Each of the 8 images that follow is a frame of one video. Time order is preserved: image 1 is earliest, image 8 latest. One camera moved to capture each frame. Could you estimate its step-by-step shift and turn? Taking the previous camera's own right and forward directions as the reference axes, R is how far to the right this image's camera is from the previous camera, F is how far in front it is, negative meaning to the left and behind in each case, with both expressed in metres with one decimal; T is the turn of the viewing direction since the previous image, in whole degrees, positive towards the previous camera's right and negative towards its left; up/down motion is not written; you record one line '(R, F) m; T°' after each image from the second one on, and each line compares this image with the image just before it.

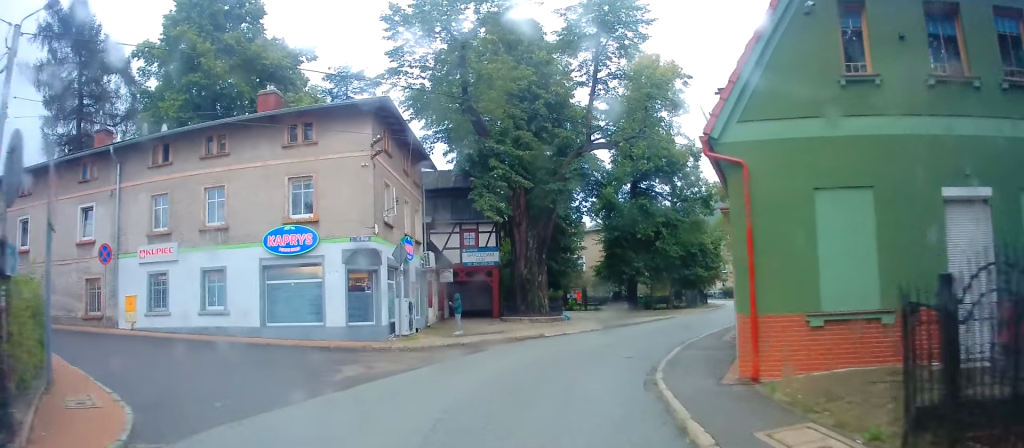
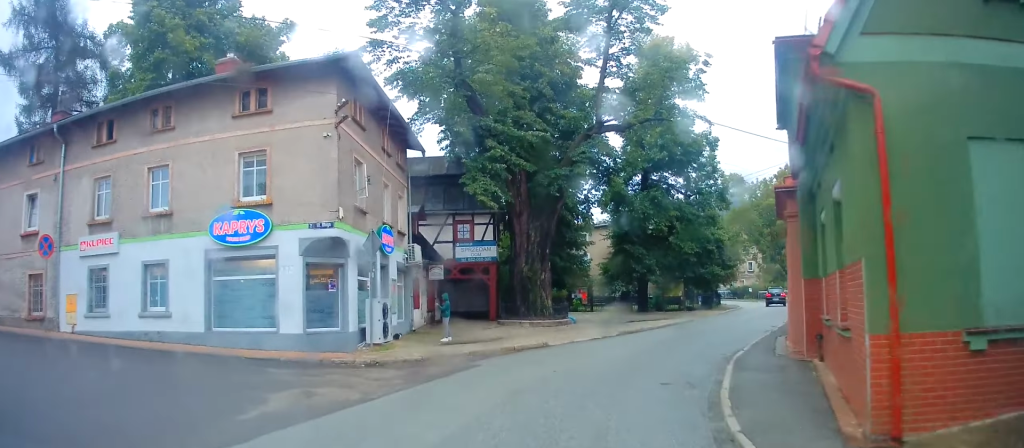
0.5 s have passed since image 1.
(0.0, +3.2) m; +1°
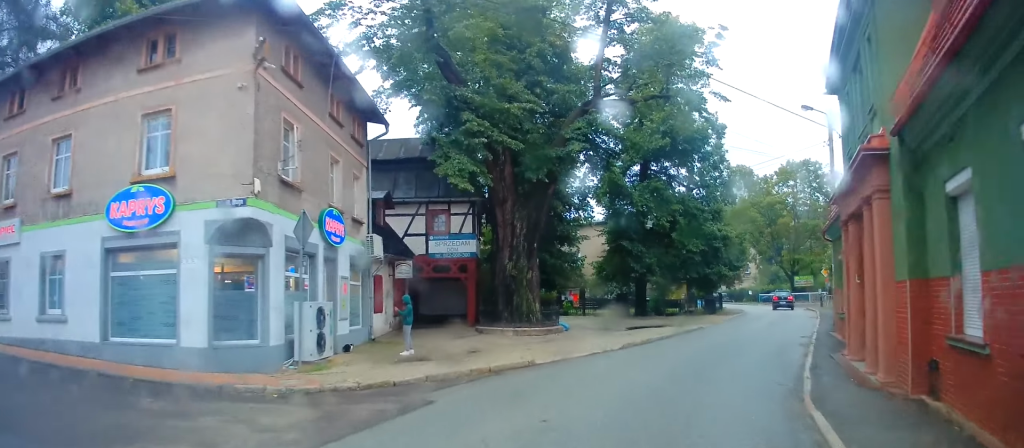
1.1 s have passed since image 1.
(0.0, +3.7) m; +3°
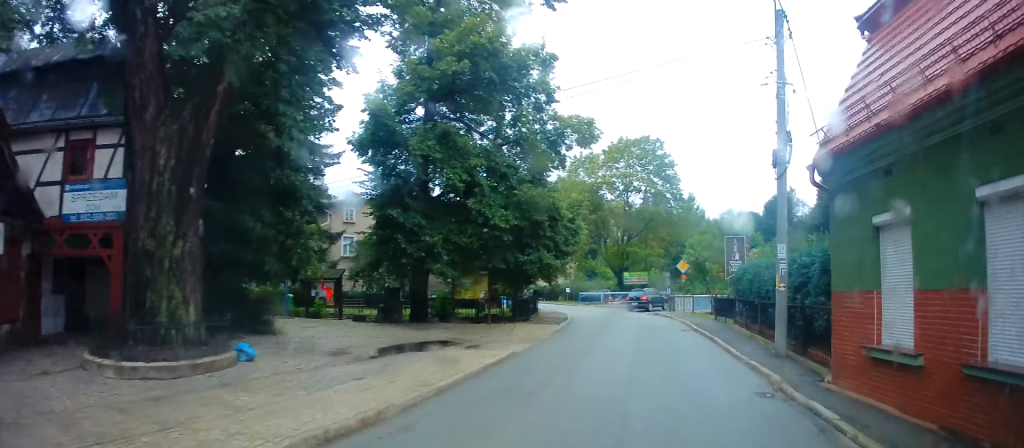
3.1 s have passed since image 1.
(+1.4, +10.8) m; +17°
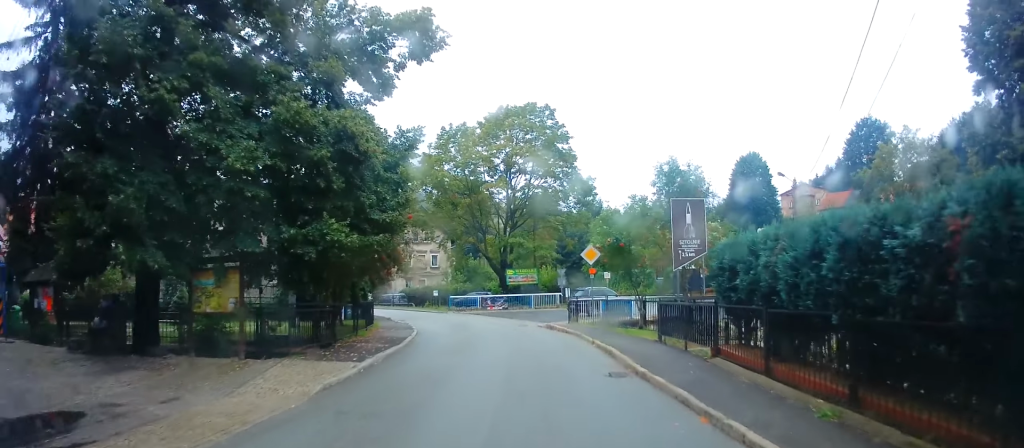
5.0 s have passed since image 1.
(+1.1, +11.0) m; +6°
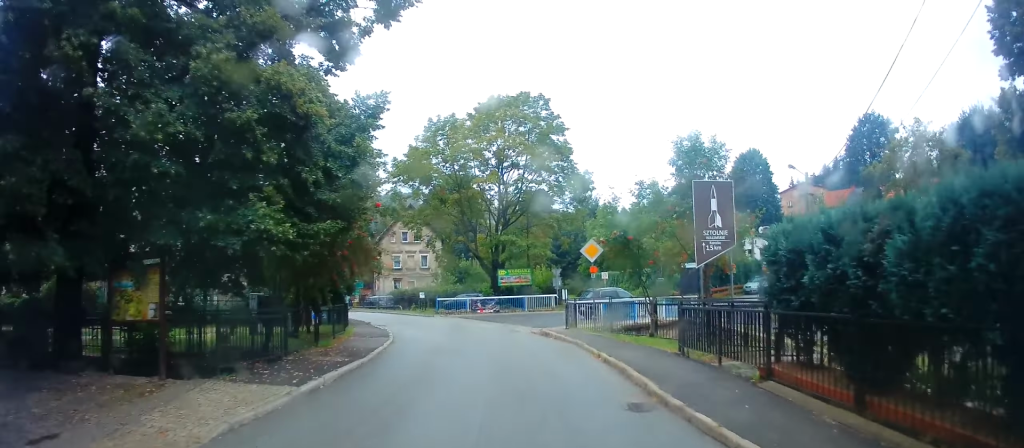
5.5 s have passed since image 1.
(0.0, +2.7) m; +1°
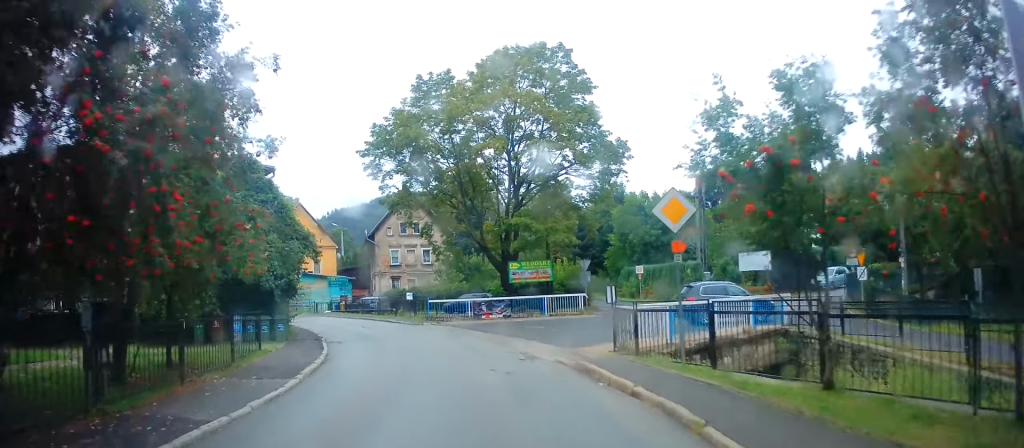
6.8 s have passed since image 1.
(+0.2, +9.0) m; -3°
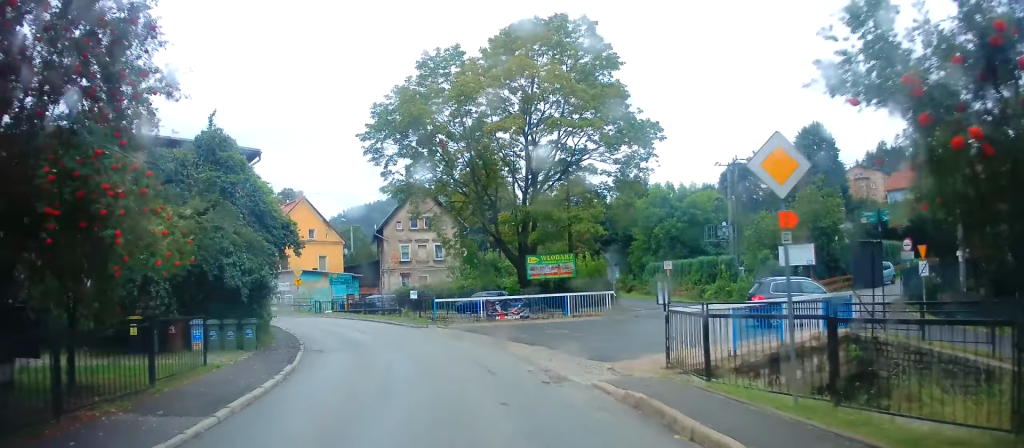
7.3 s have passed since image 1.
(-0.2, +3.5) m; -2°
